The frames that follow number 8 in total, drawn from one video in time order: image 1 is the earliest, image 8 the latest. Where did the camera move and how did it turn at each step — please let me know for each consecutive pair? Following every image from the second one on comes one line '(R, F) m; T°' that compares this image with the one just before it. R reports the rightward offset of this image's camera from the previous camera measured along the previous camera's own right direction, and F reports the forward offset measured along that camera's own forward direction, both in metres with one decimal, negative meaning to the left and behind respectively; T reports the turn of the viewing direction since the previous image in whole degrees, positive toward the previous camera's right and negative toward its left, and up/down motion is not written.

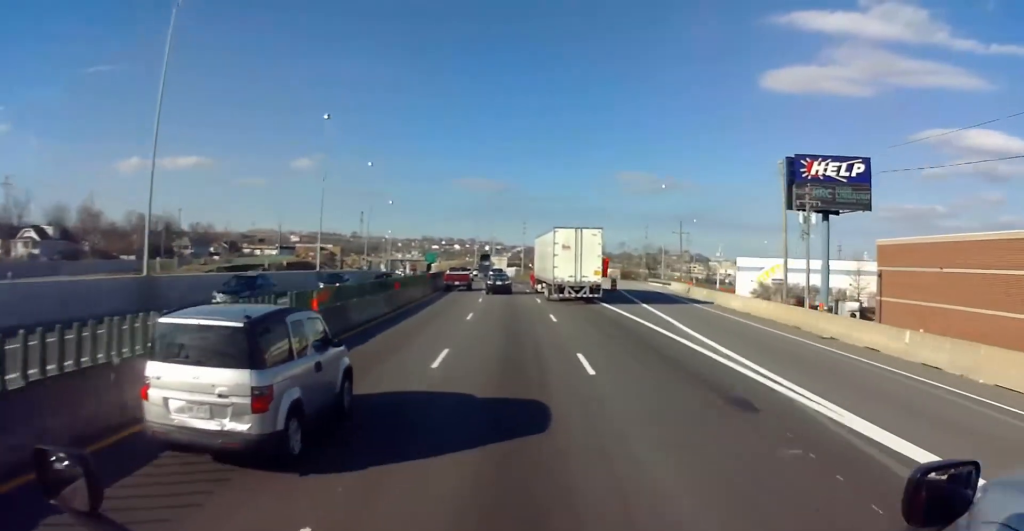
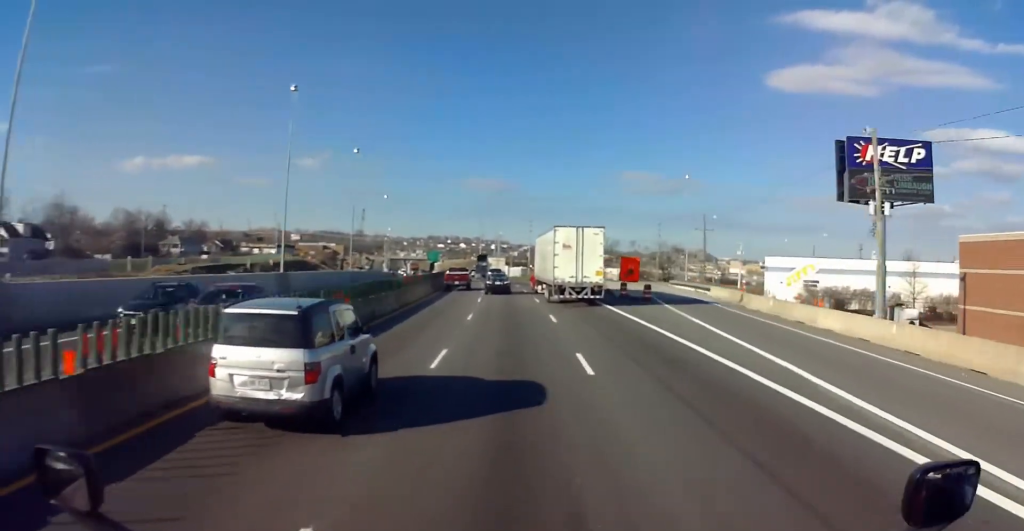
(+0.1, +12.1) m; 0°
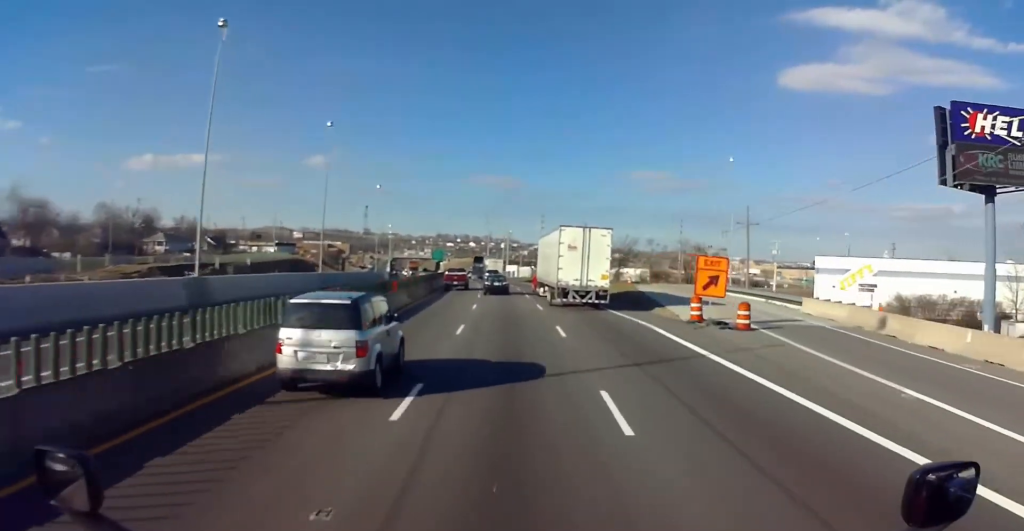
(0.0, +16.8) m; -2°
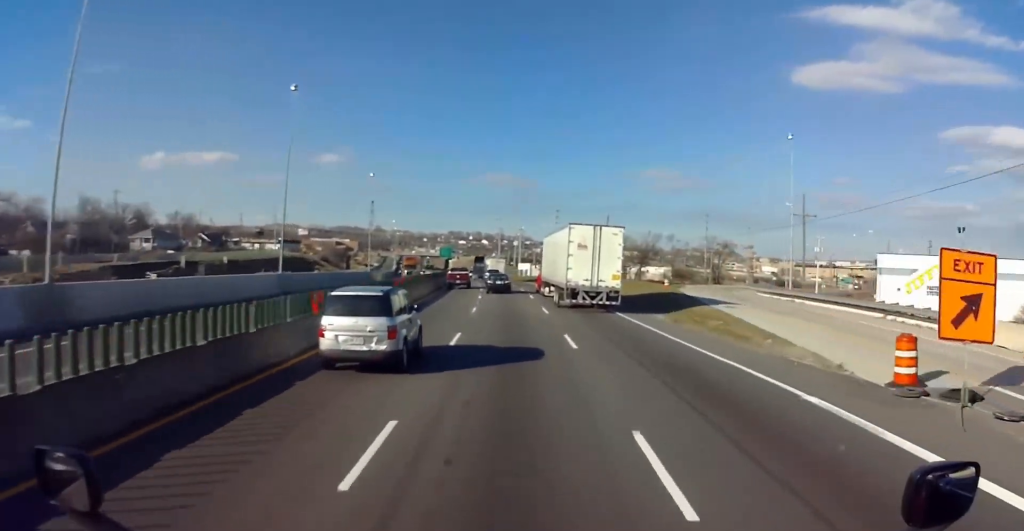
(0.0, +15.2) m; -2°
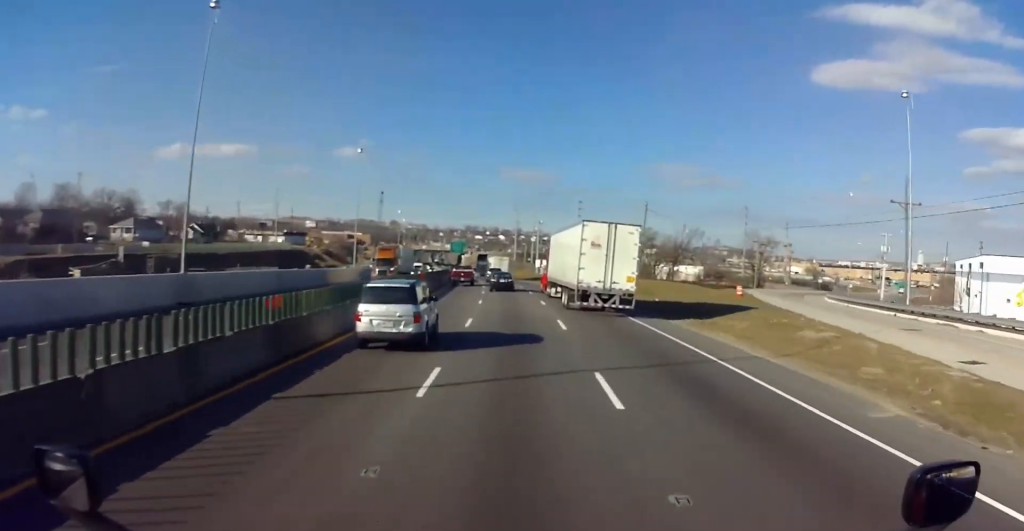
(-1.0, +19.3) m; -2°
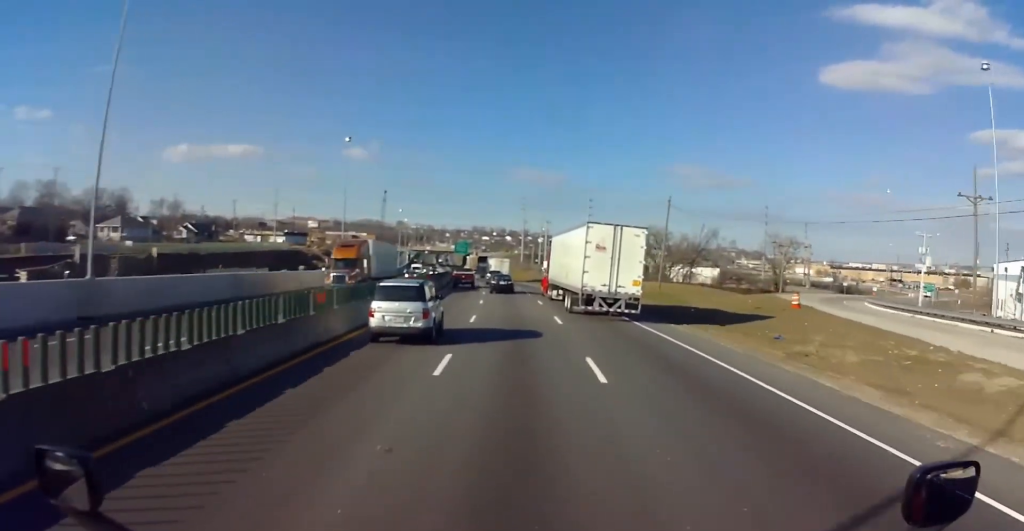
(+0.1, +9.8) m; 0°
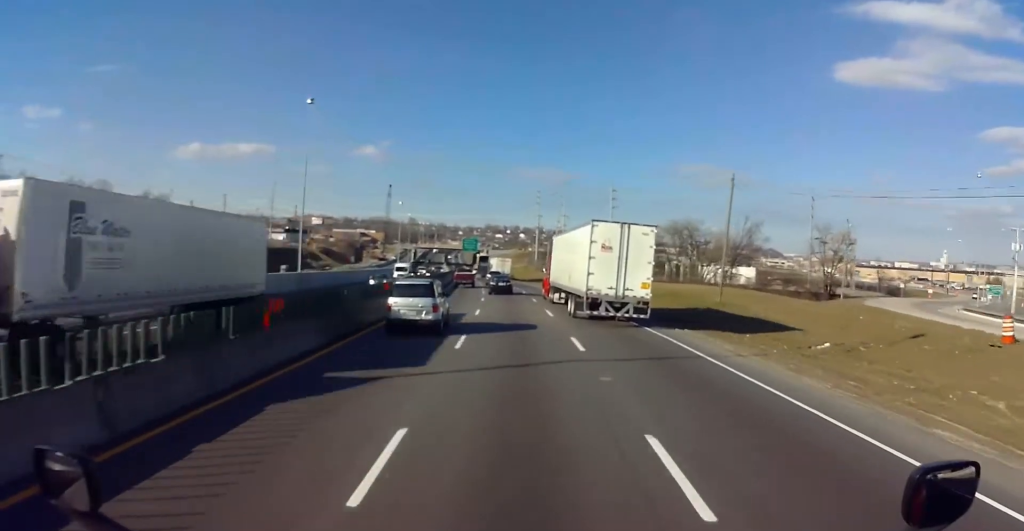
(+0.2, +19.6) m; 0°
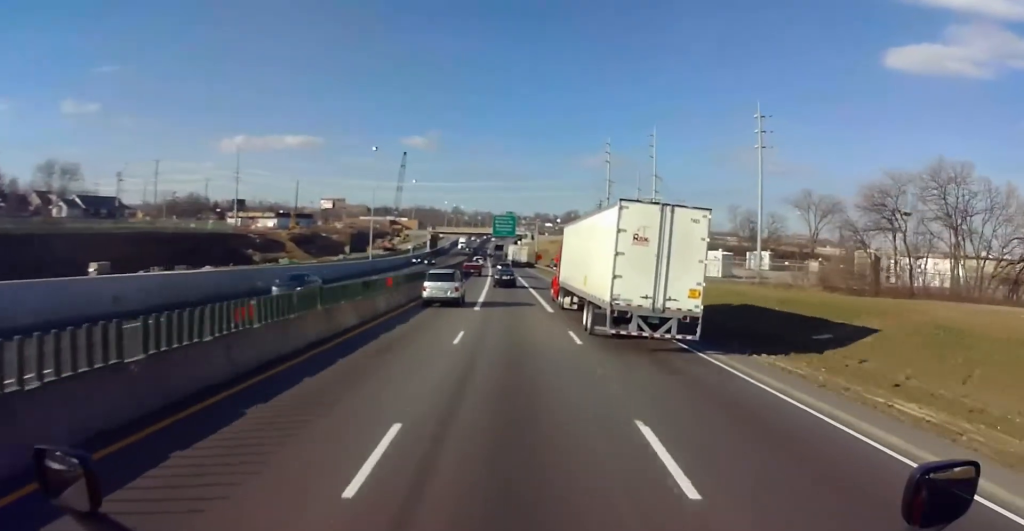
(-0.7, +71.1) m; -2°
